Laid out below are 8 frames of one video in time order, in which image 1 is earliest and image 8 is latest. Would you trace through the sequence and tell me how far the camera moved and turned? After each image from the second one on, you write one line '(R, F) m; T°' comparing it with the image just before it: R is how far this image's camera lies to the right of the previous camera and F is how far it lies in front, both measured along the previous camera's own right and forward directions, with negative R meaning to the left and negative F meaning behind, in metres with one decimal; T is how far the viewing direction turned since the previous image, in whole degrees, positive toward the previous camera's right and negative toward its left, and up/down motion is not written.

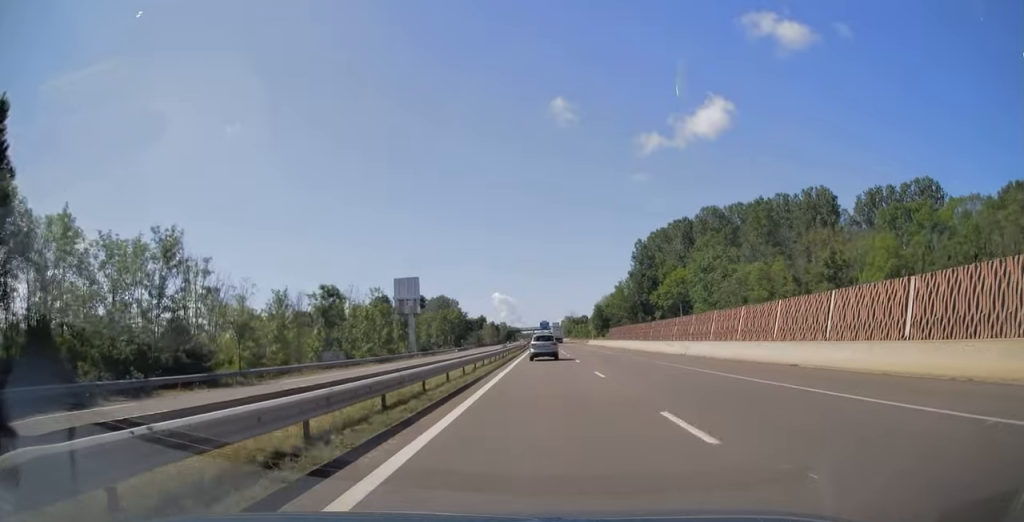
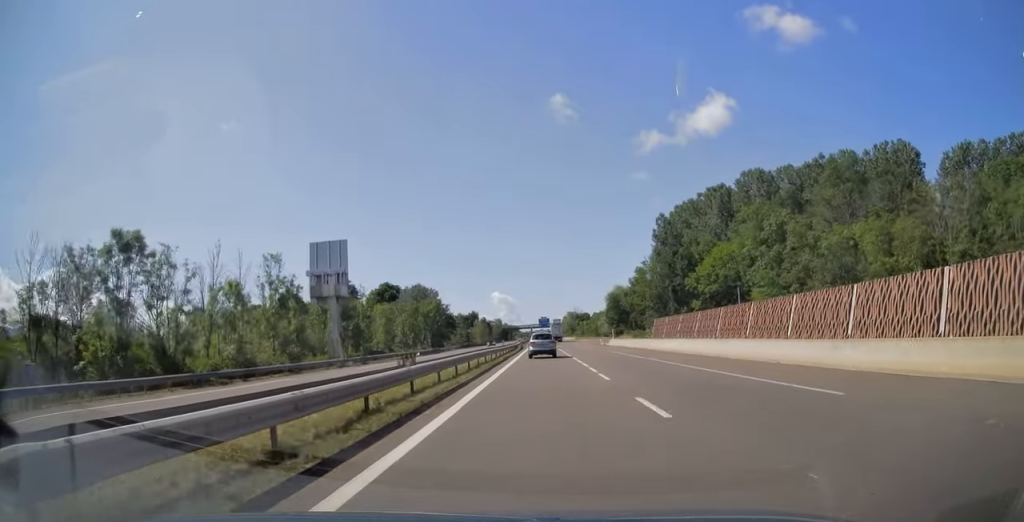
(+0.1, +36.4) m; 0°
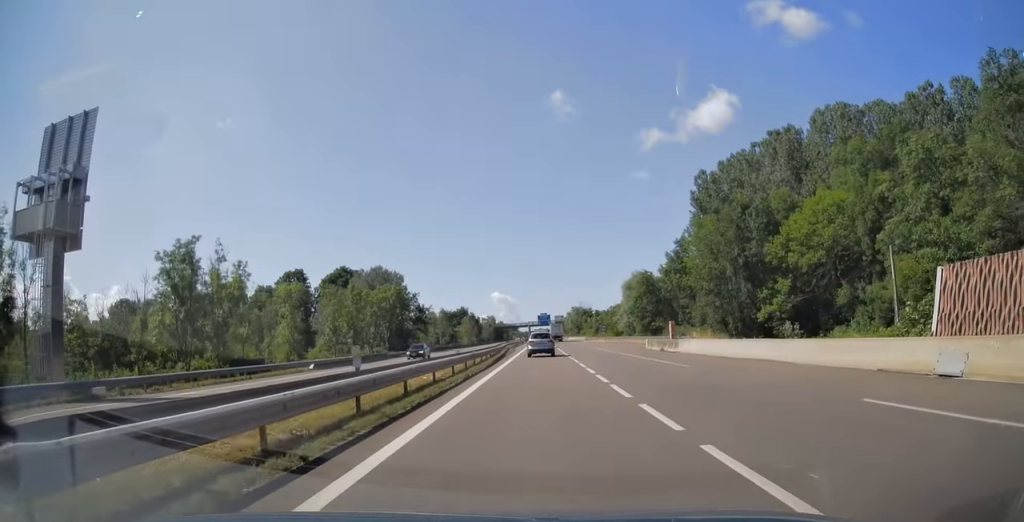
(-0.1, +39.6) m; 0°
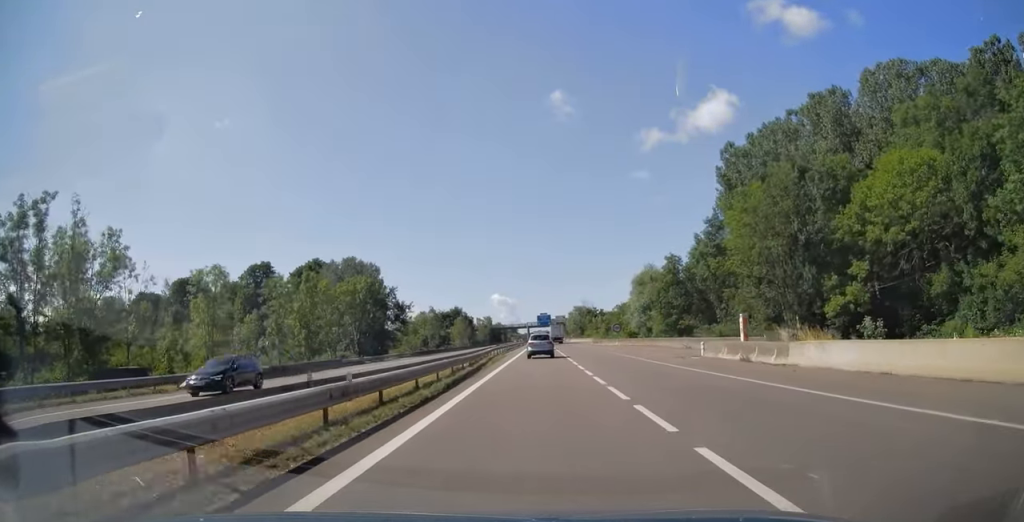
(+0.1, +17.6) m; 0°
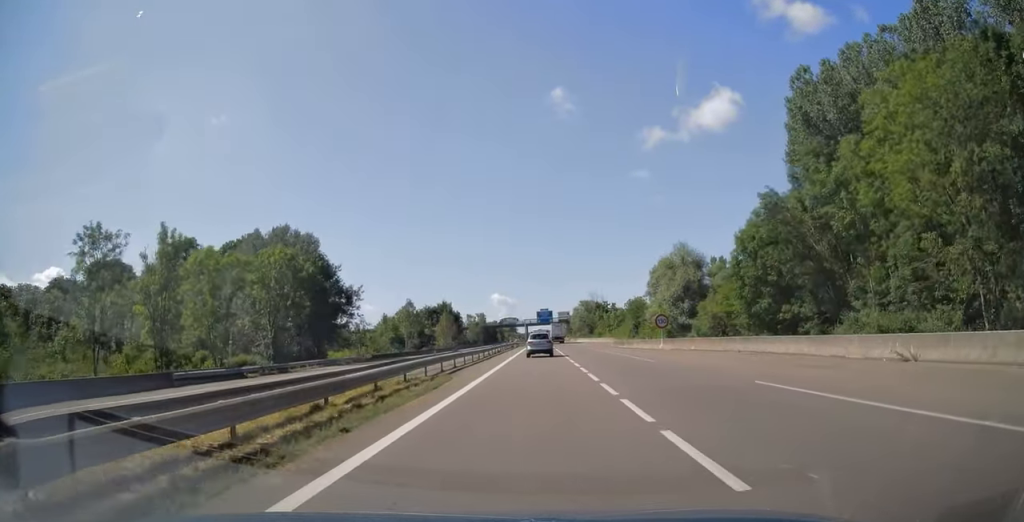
(0.0, +29.4) m; 0°
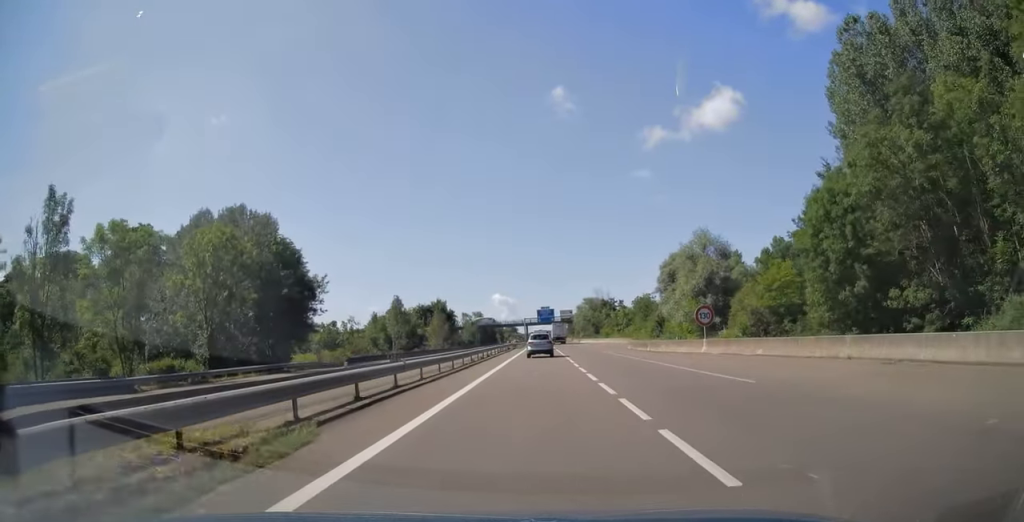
(0.0, +12.9) m; 0°
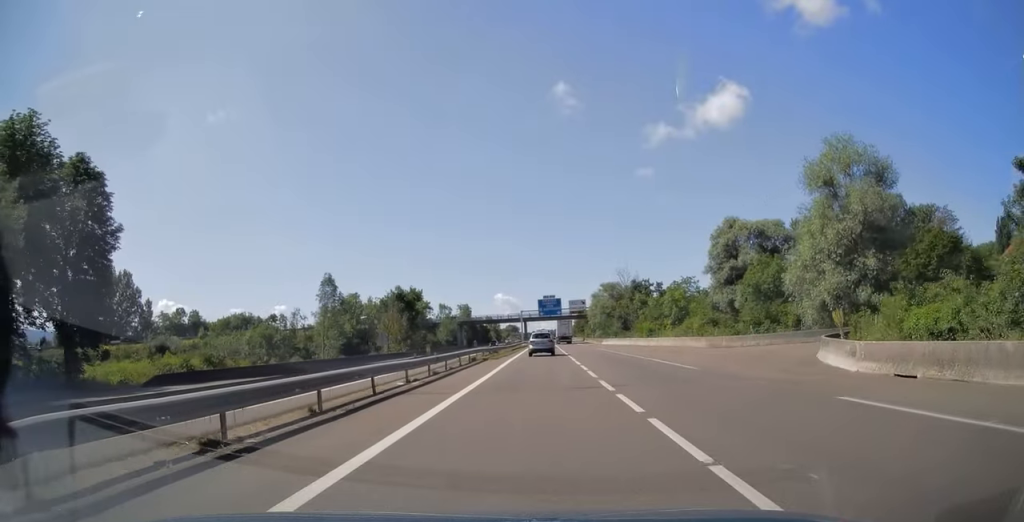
(0.0, +42.8) m; 0°
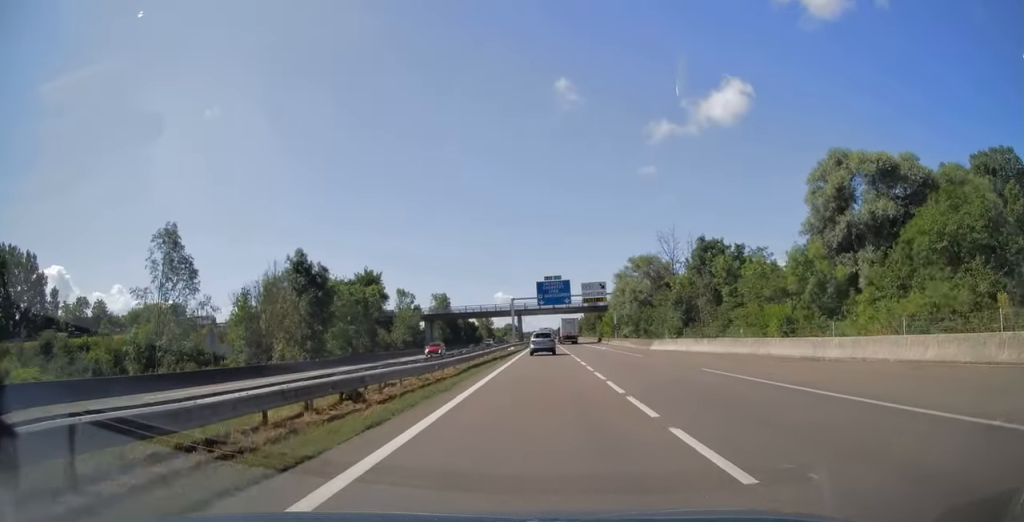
(0.0, +39.6) m; 0°
